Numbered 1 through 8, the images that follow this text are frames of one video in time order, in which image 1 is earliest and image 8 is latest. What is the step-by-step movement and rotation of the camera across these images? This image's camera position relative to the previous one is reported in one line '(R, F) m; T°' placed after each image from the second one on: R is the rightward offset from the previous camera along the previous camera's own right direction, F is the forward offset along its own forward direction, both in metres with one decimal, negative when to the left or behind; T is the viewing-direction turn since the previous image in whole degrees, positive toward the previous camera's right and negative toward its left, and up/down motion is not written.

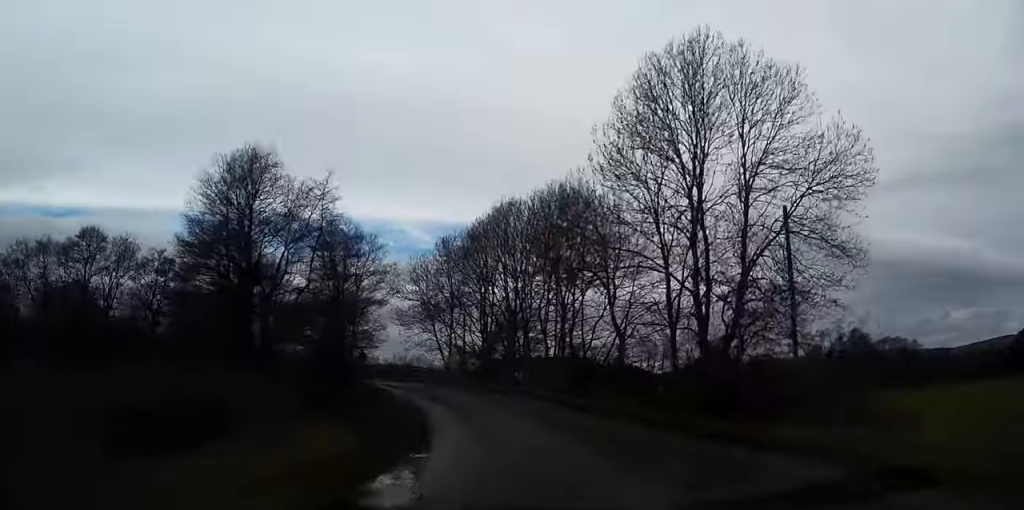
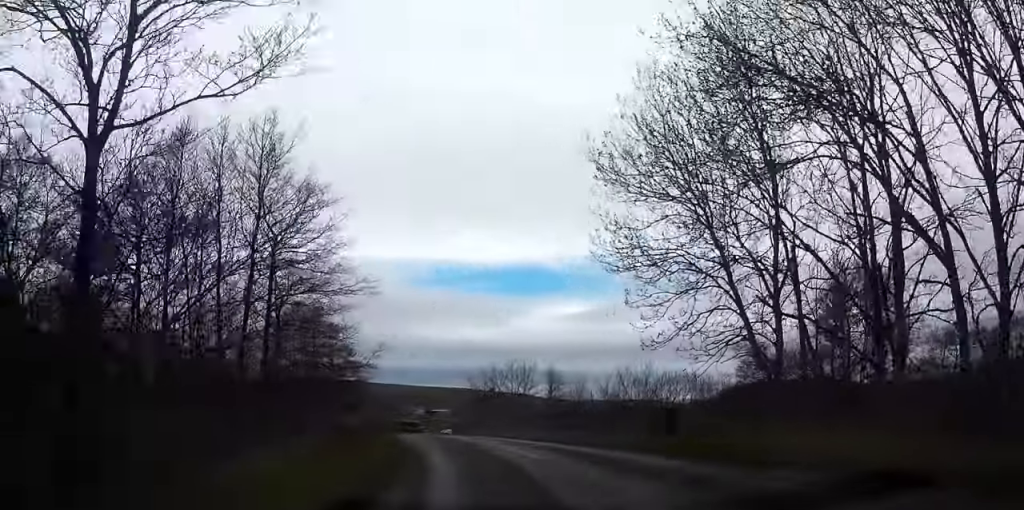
(-5.5, +42.1) m; -17°
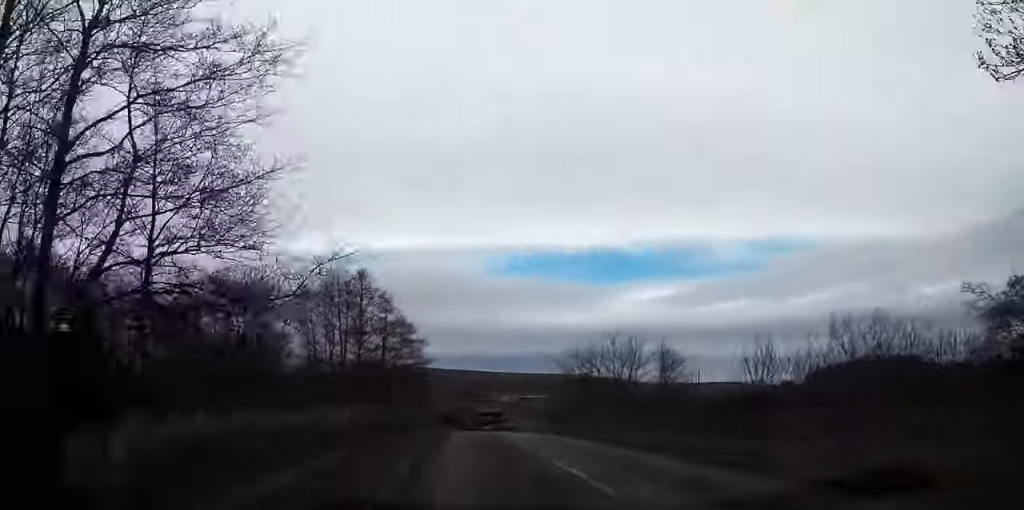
(-0.9, +15.0) m; -6°
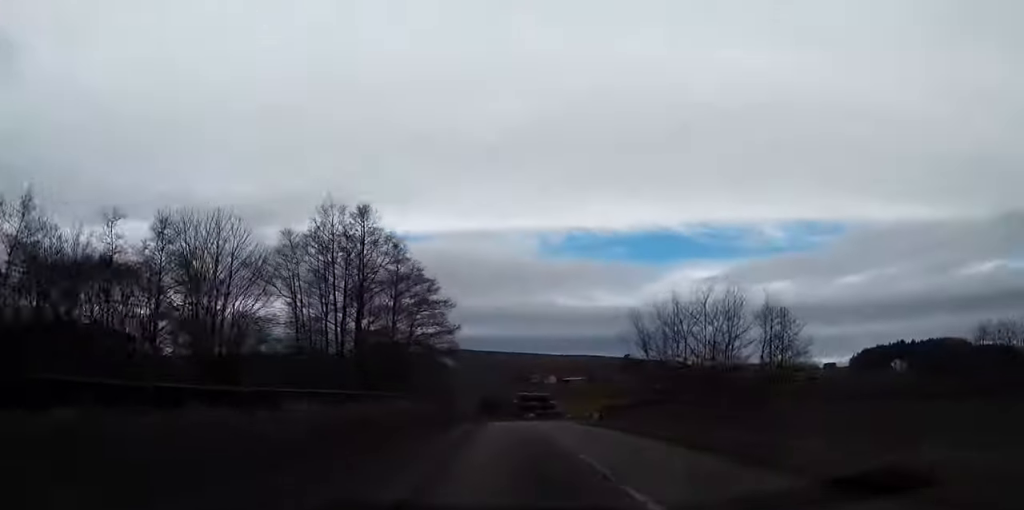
(-0.9, +14.4) m; -4°
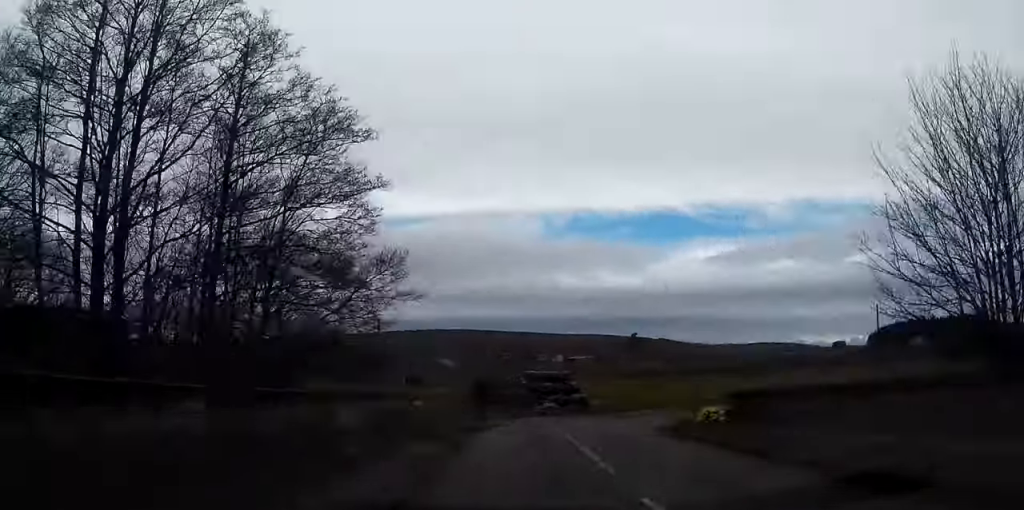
(-0.3, +25.9) m; 0°
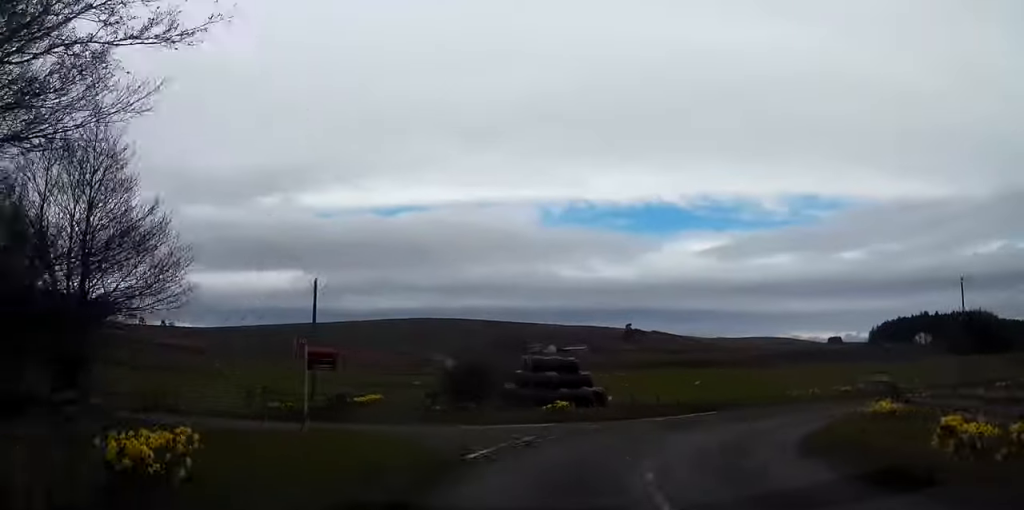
(-0.1, +15.6) m; +3°
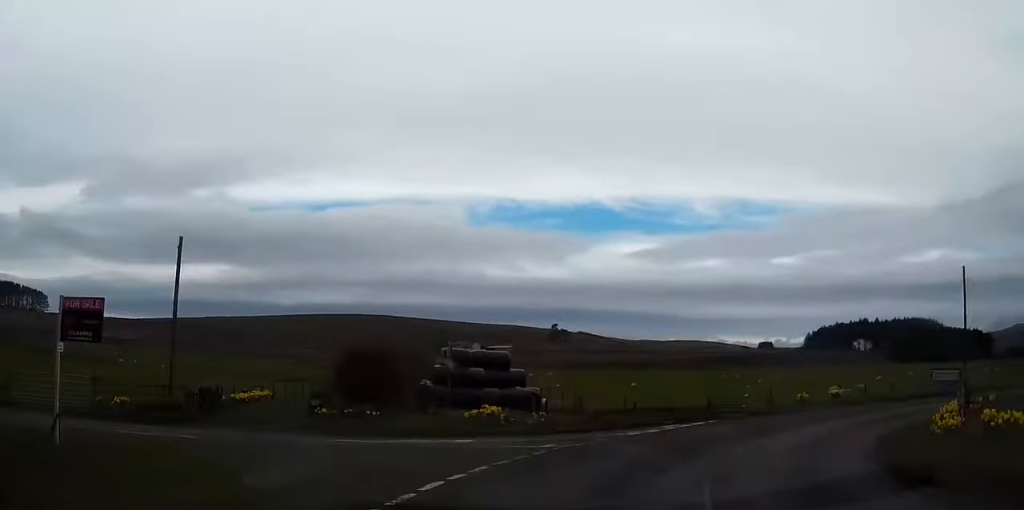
(+0.3, +8.3) m; +7°
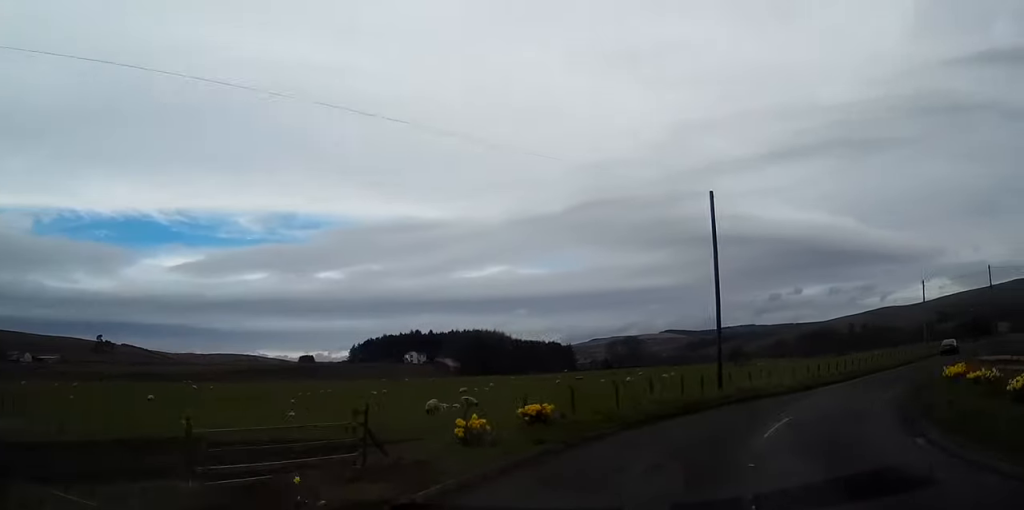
(+5.0, +20.4) m; +34°
